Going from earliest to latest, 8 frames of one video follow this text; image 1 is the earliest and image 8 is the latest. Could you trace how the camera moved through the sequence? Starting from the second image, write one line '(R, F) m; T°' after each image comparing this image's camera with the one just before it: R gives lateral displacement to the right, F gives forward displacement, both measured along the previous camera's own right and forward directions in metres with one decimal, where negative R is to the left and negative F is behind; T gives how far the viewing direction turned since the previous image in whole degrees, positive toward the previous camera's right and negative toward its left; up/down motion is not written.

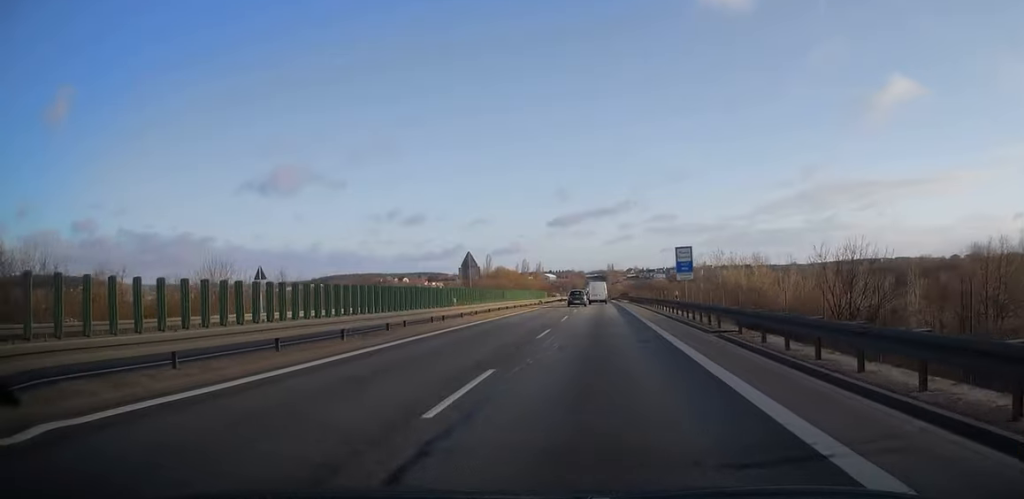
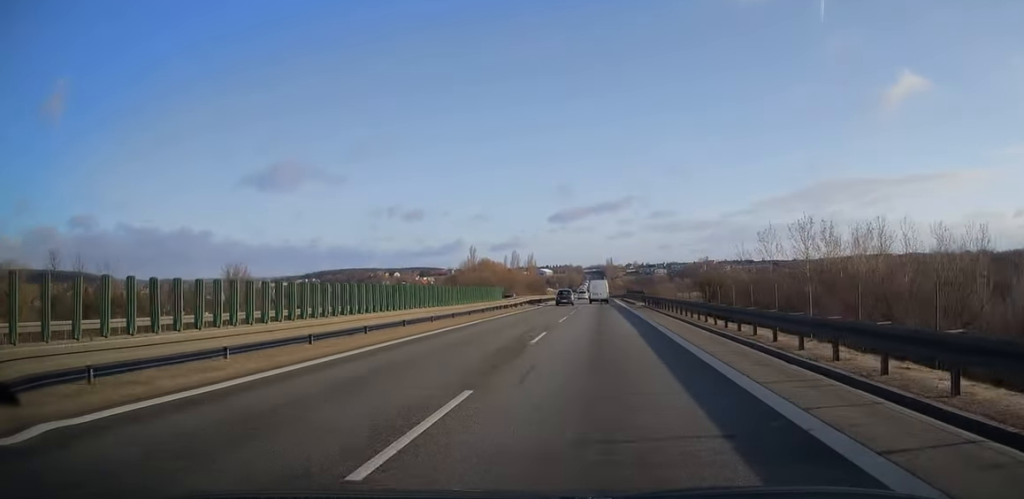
(-0.1, +38.7) m; 0°
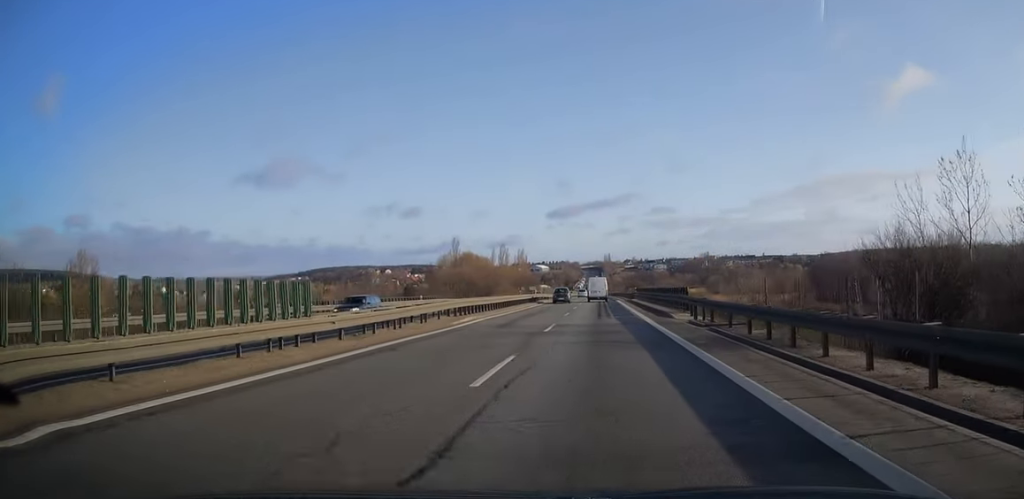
(+0.1, +31.5) m; 0°
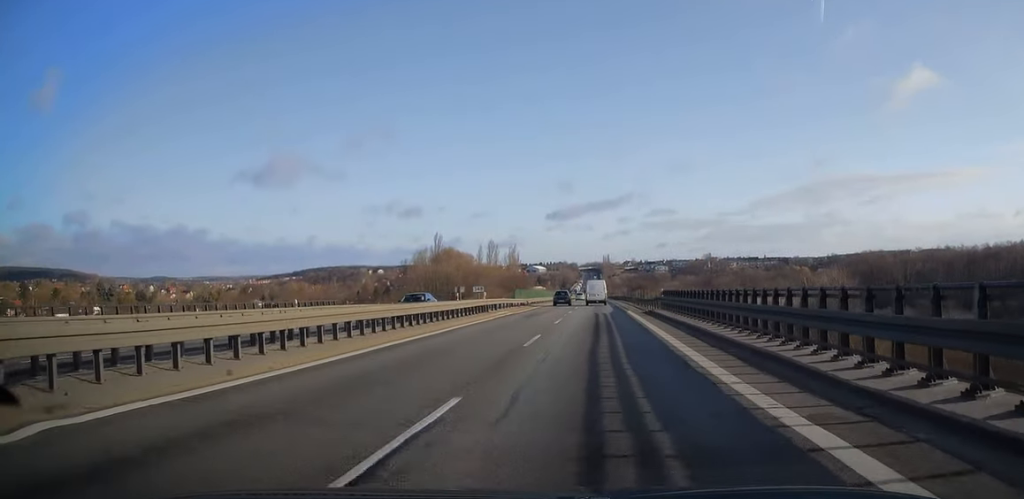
(0.0, +29.4) m; 0°
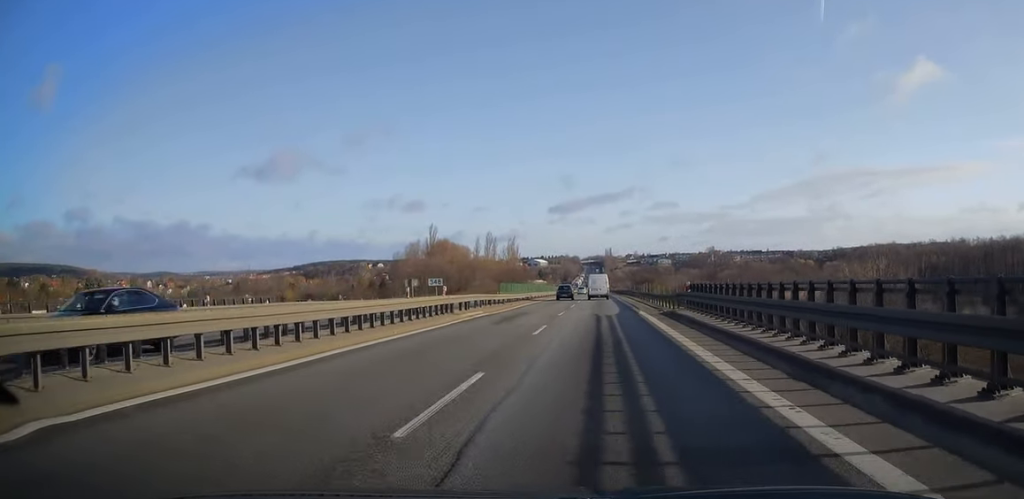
(0.0, +10.4) m; 0°
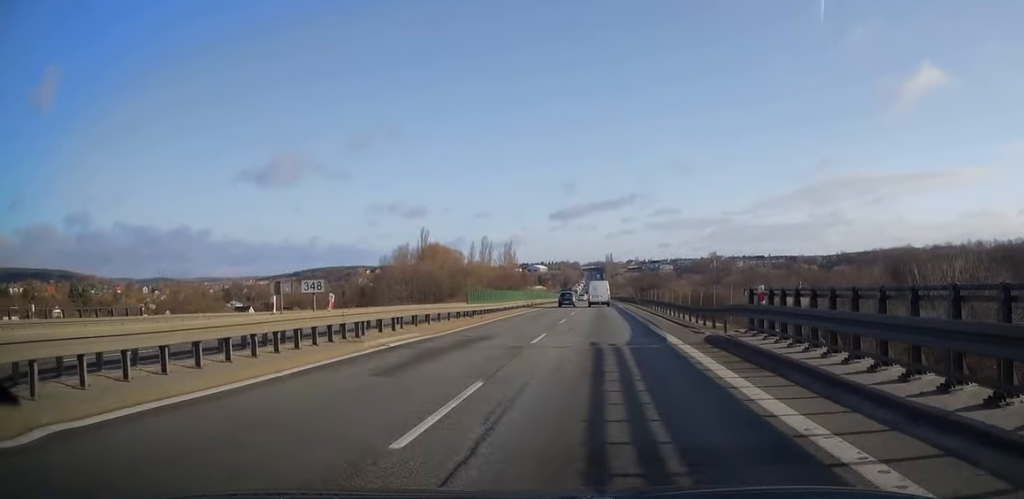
(0.0, +12.1) m; 0°
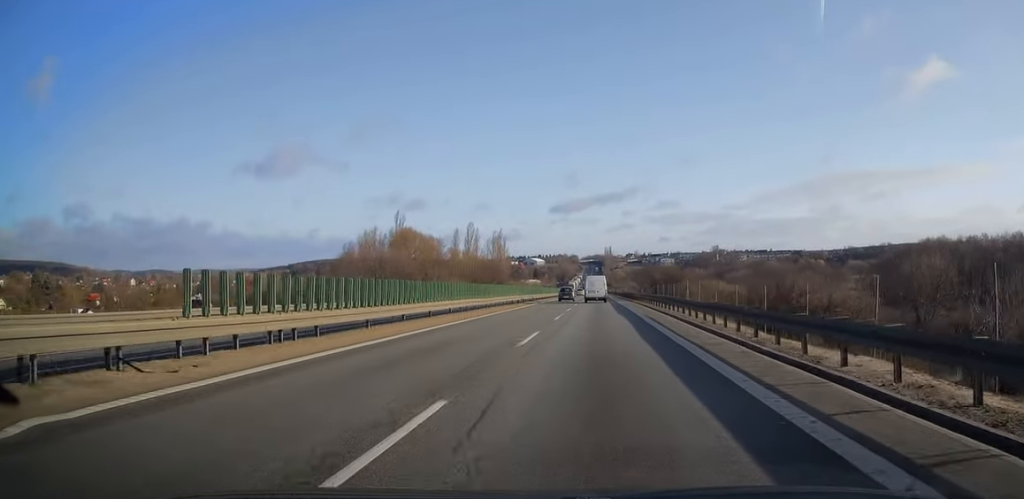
(0.0, +26.5) m; 0°
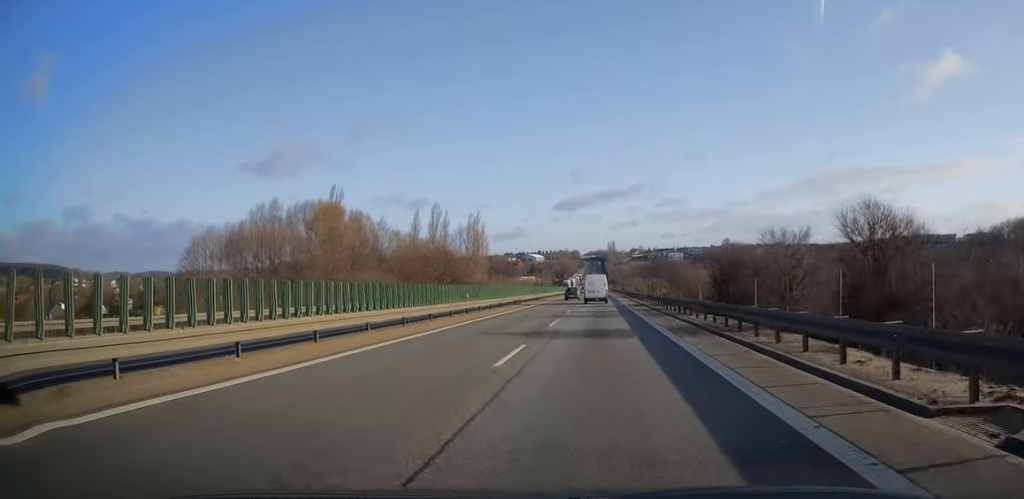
(0.0, +52.2) m; 0°
